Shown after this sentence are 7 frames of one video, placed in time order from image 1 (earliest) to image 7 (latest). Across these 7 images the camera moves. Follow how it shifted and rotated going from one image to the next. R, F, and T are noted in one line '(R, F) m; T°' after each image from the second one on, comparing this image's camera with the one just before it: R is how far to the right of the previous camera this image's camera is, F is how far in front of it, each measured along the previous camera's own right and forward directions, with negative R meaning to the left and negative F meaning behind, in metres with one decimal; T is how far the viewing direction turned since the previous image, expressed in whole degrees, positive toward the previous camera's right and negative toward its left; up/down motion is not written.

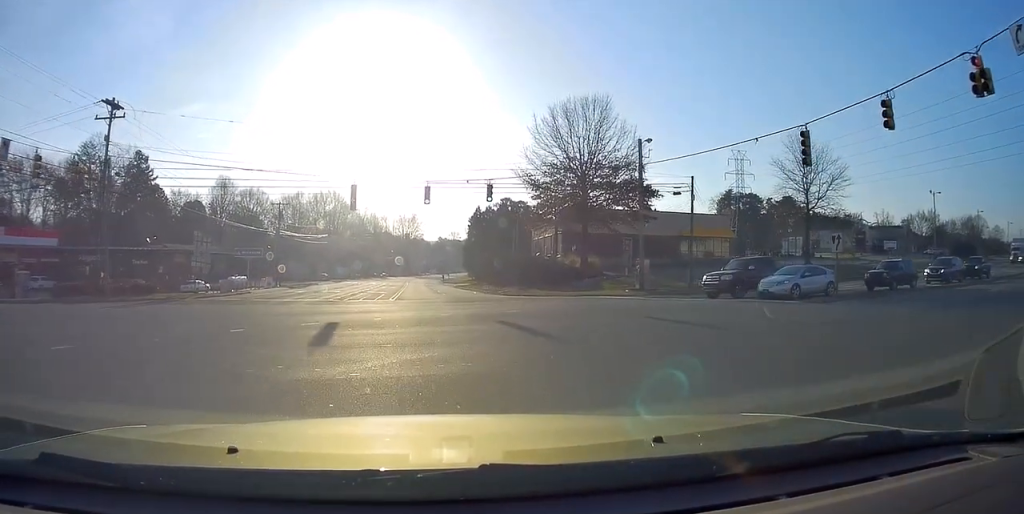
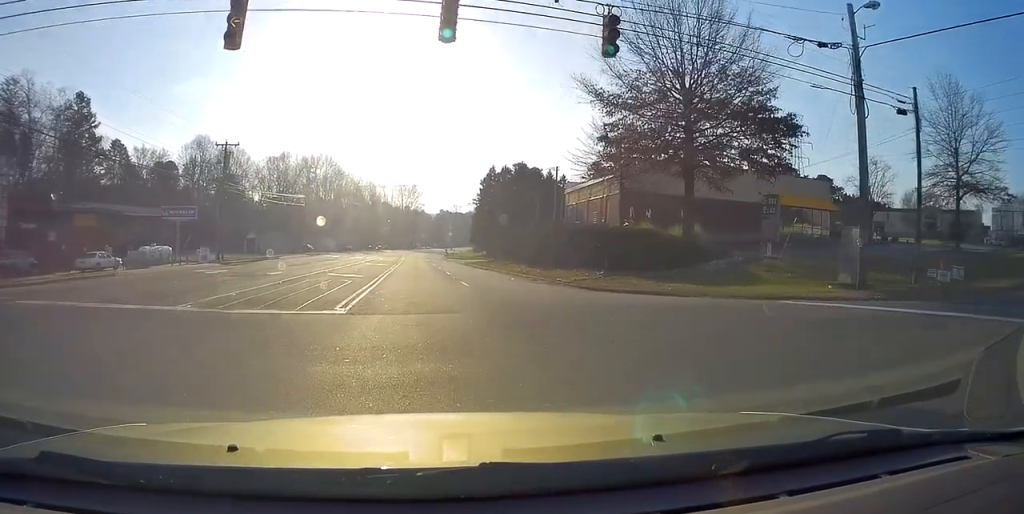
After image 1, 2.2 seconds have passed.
(-1.2, +20.8) m; -2°
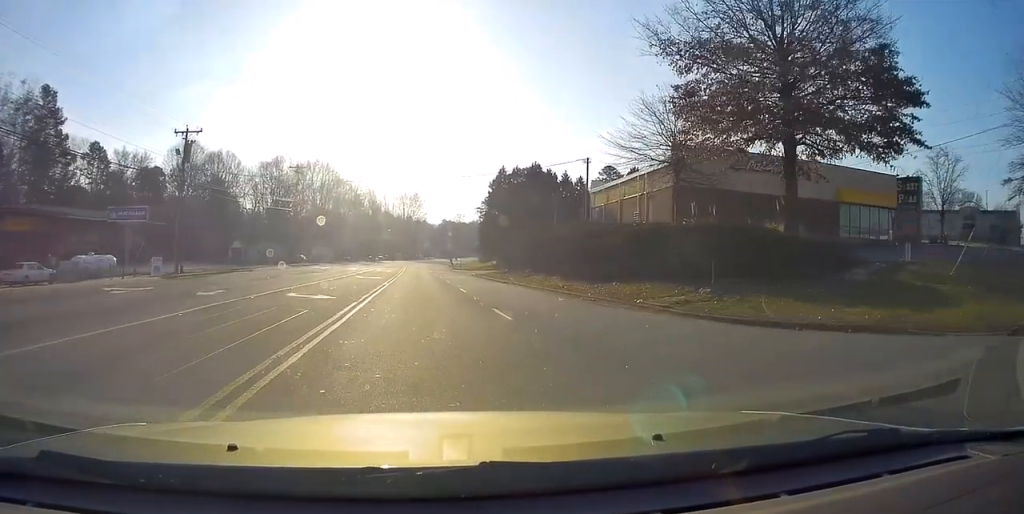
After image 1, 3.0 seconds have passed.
(+0.2, +9.9) m; +1°
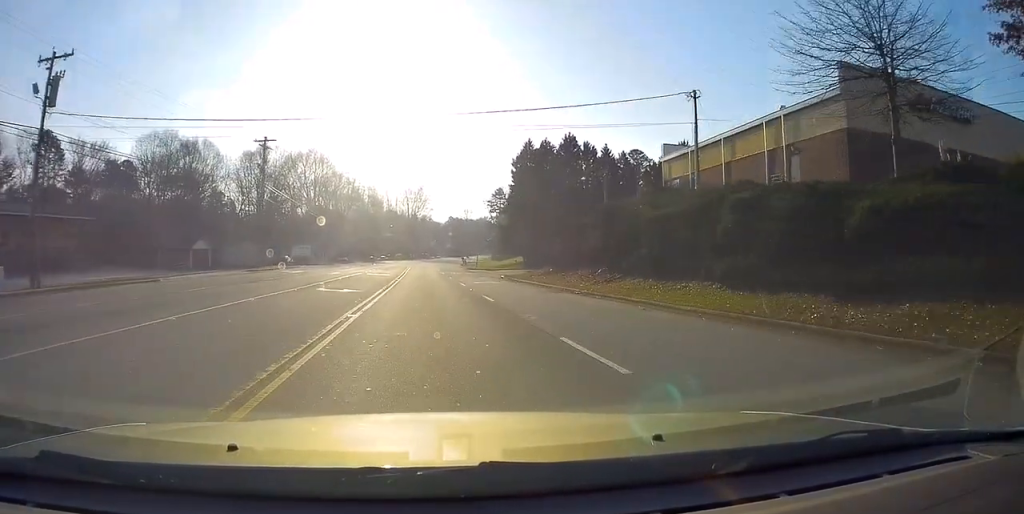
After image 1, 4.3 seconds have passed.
(-0.1, +18.6) m; -2°
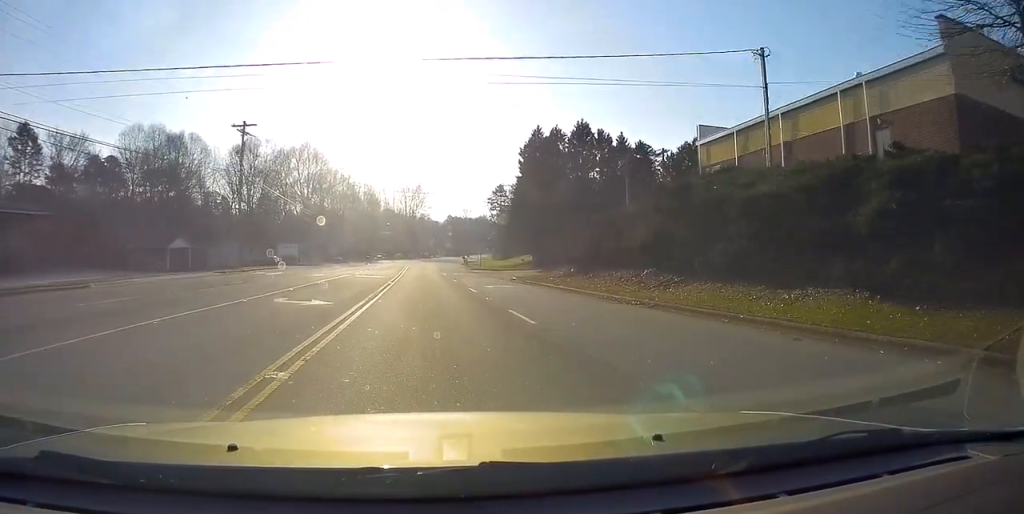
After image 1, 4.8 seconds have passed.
(-0.1, +6.8) m; -1°
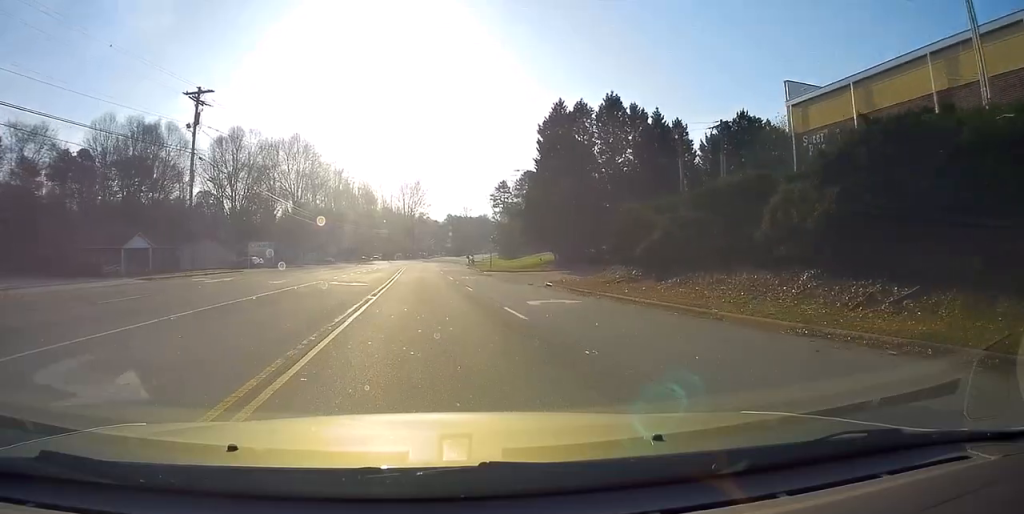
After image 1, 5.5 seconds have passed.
(-0.1, +11.3) m; 0°
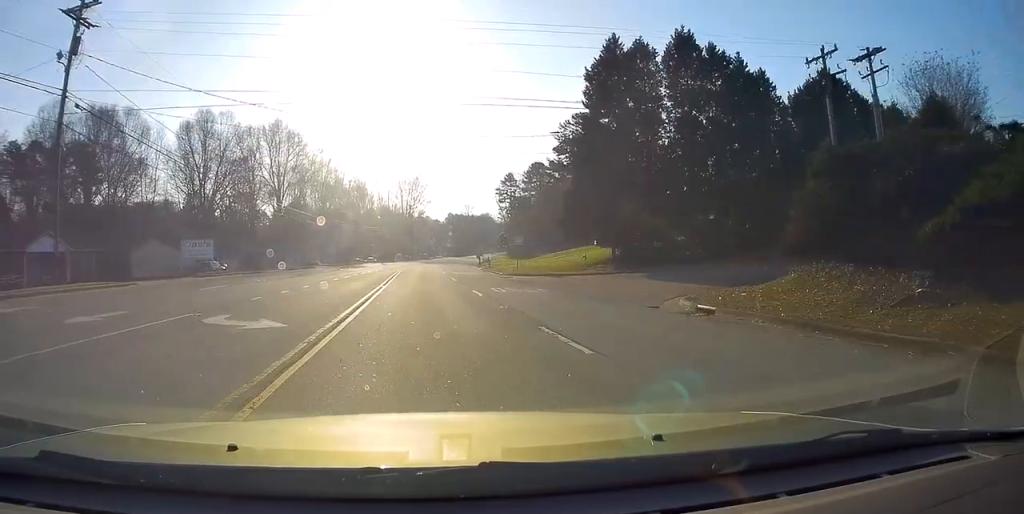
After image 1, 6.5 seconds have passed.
(+0.1, +16.9) m; 0°
